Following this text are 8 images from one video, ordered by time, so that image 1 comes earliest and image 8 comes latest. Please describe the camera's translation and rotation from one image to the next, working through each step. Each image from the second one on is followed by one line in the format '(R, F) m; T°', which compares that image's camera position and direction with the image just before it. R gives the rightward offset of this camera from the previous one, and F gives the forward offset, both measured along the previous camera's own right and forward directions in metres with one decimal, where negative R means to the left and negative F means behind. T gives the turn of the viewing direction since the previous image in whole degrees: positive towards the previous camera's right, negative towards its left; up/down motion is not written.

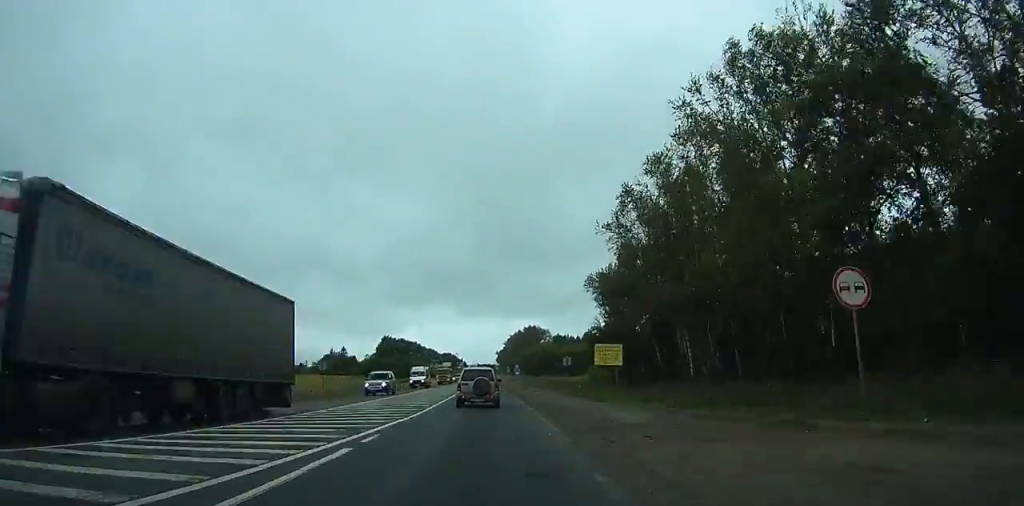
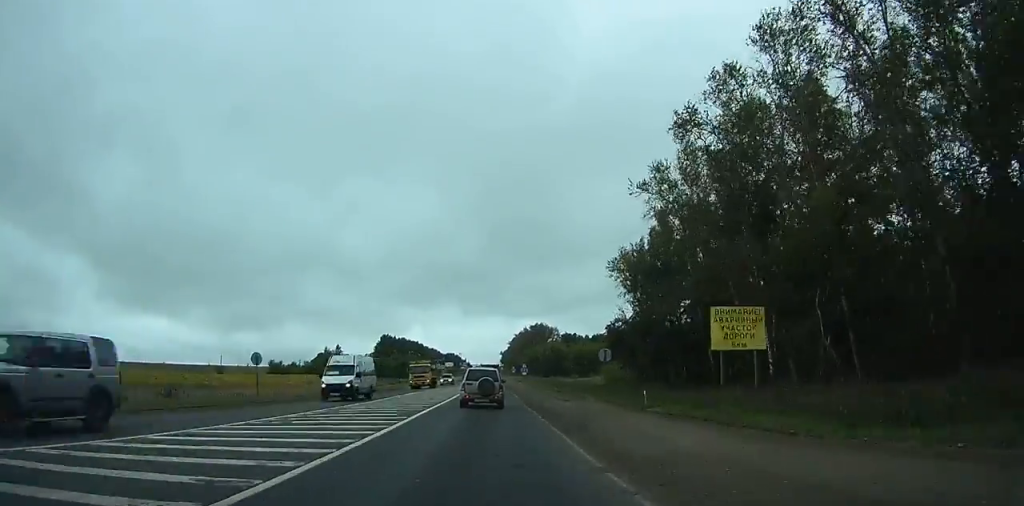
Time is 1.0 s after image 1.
(0.0, +17.4) m; 0°
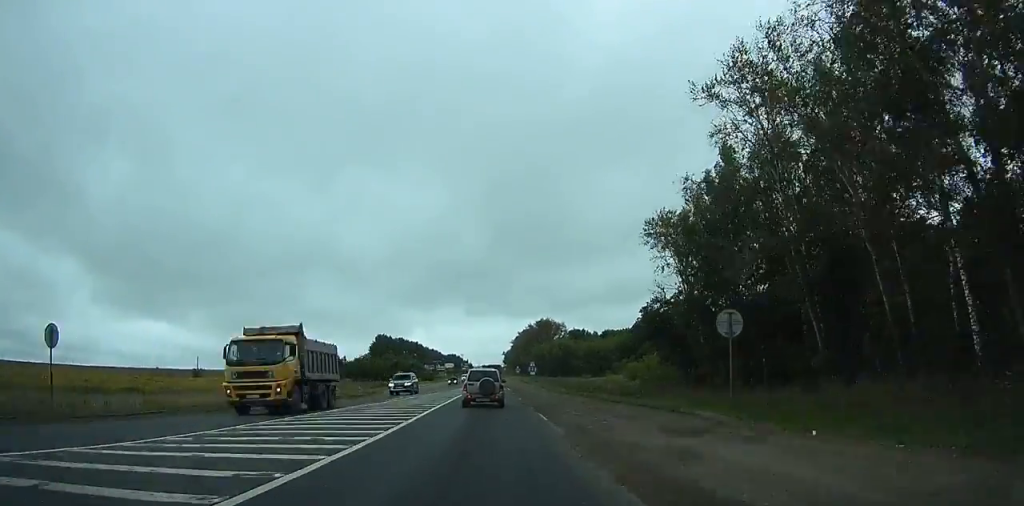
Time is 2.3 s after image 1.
(0.0, +21.7) m; 0°
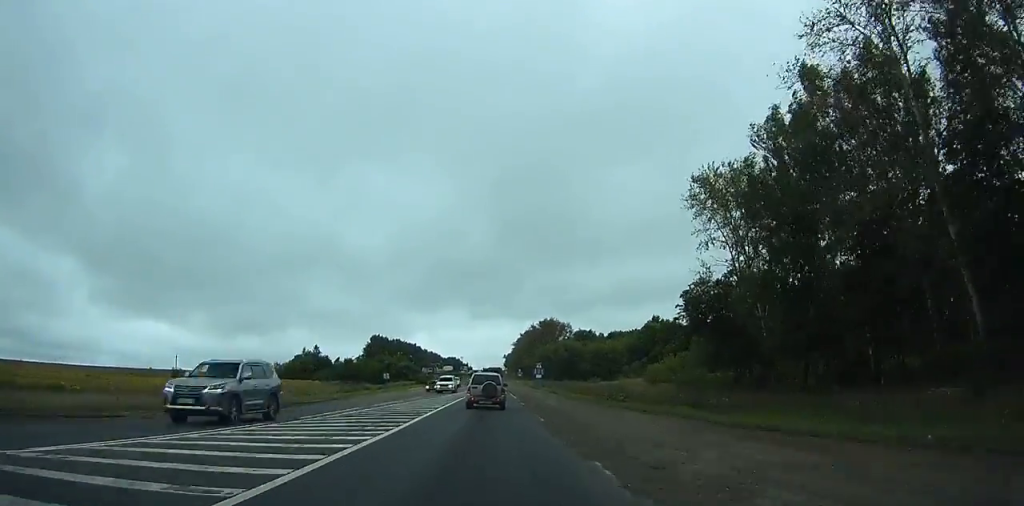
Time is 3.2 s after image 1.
(+0.1, +15.6) m; 0°
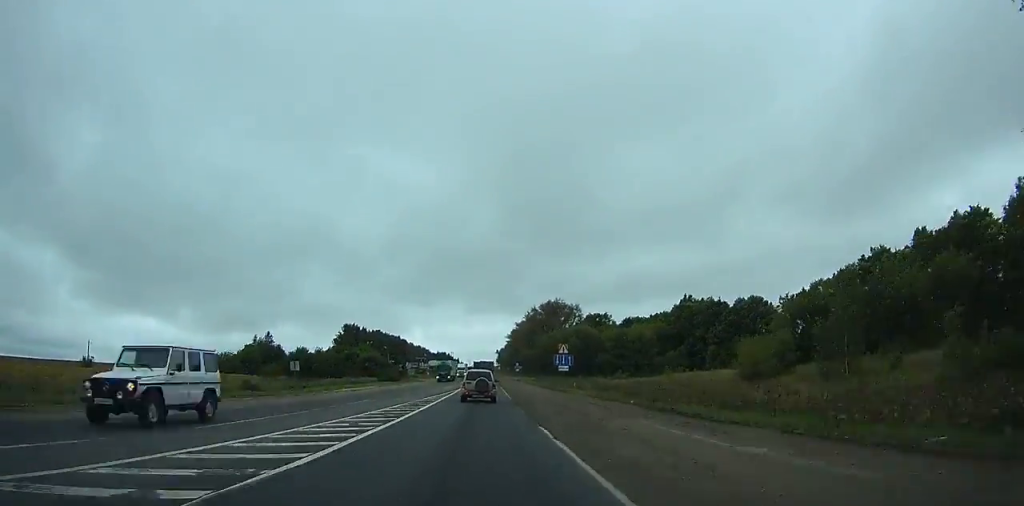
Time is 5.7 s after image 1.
(+0.1, +42.1) m; 0°
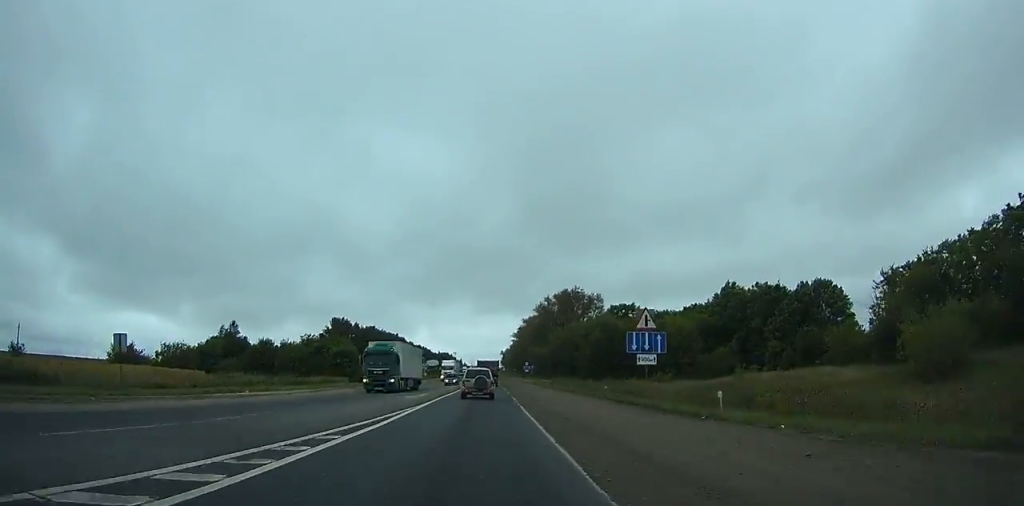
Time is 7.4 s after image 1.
(+0.2, +27.7) m; 0°
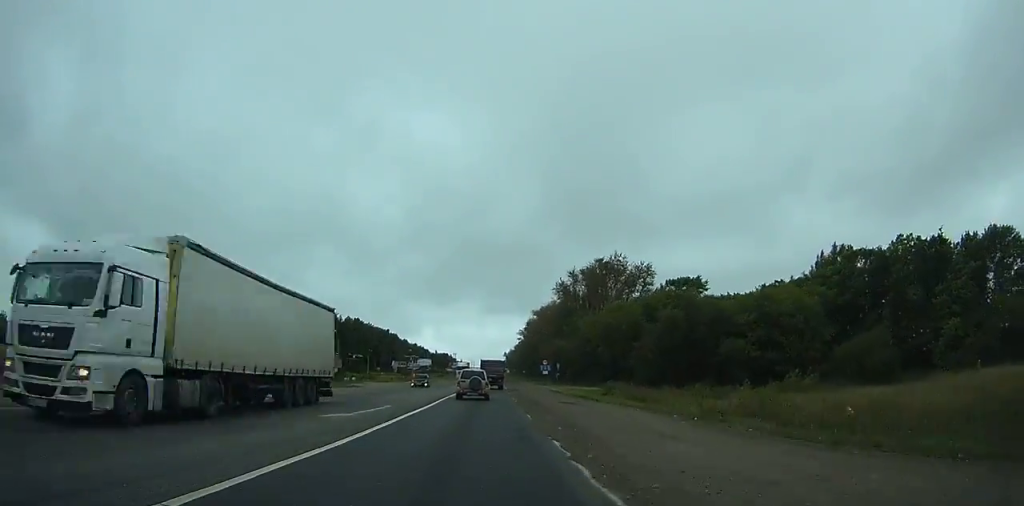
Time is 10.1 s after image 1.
(-0.1, +45.3) m; 0°
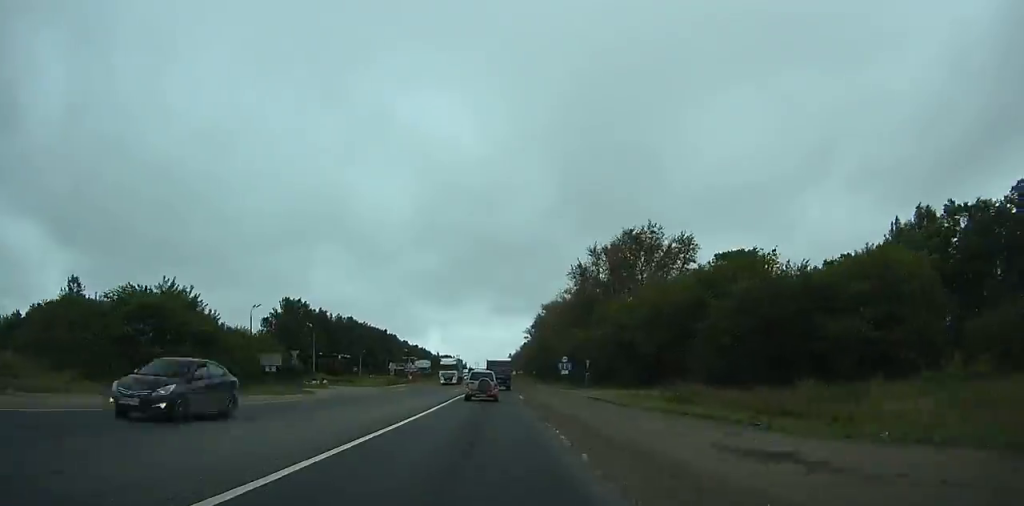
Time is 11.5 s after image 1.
(+0.1, +21.8) m; 0°
